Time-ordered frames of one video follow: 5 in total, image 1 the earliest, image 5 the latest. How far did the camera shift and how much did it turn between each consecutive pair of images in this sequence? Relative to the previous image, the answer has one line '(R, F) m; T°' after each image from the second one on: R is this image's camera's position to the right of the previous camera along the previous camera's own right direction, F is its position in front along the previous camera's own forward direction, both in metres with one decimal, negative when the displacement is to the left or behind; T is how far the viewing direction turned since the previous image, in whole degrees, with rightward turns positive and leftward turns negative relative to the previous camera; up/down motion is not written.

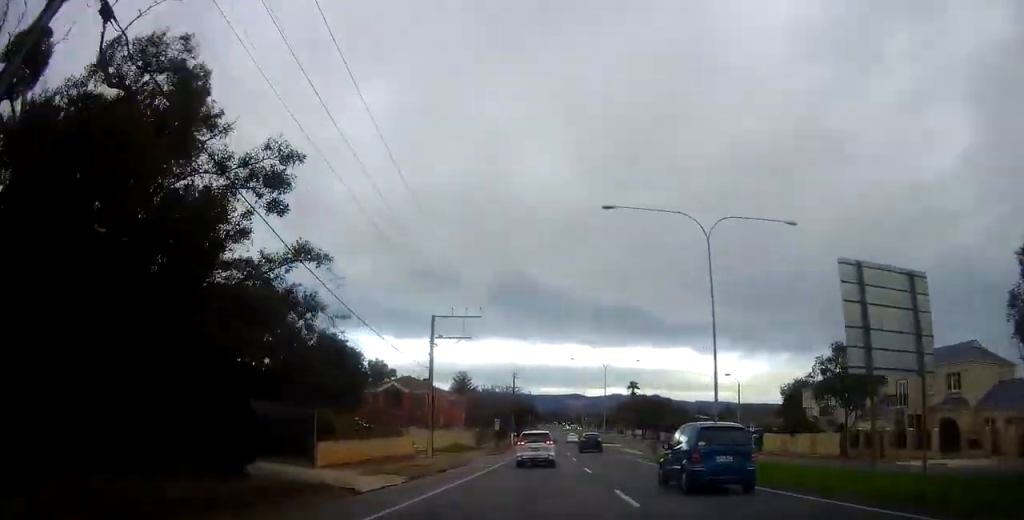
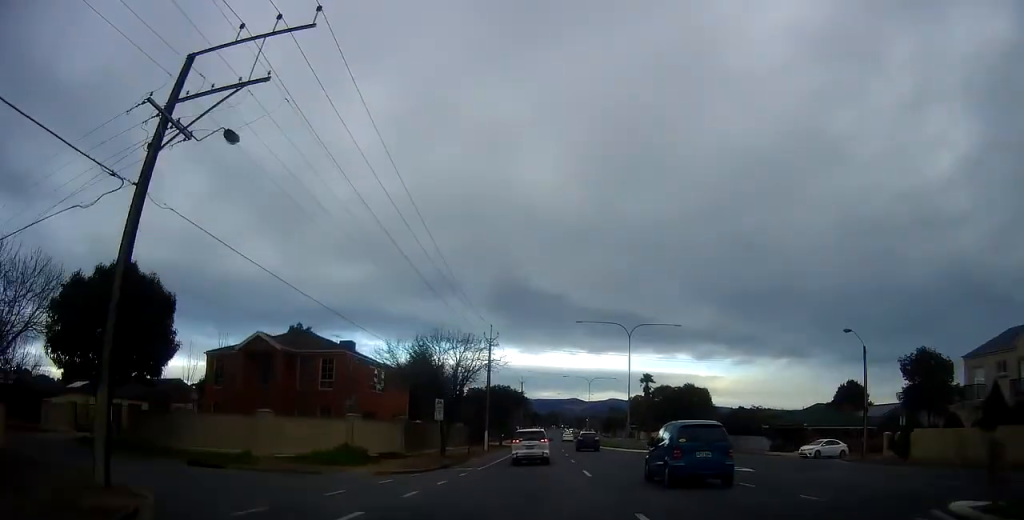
(+0.4, +28.9) m; +2°
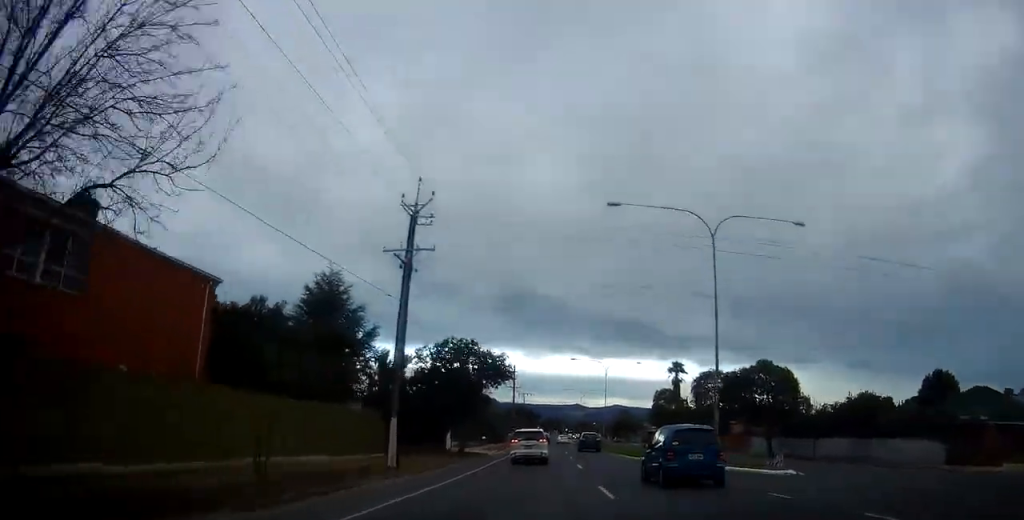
(-0.3, +30.5) m; -2°
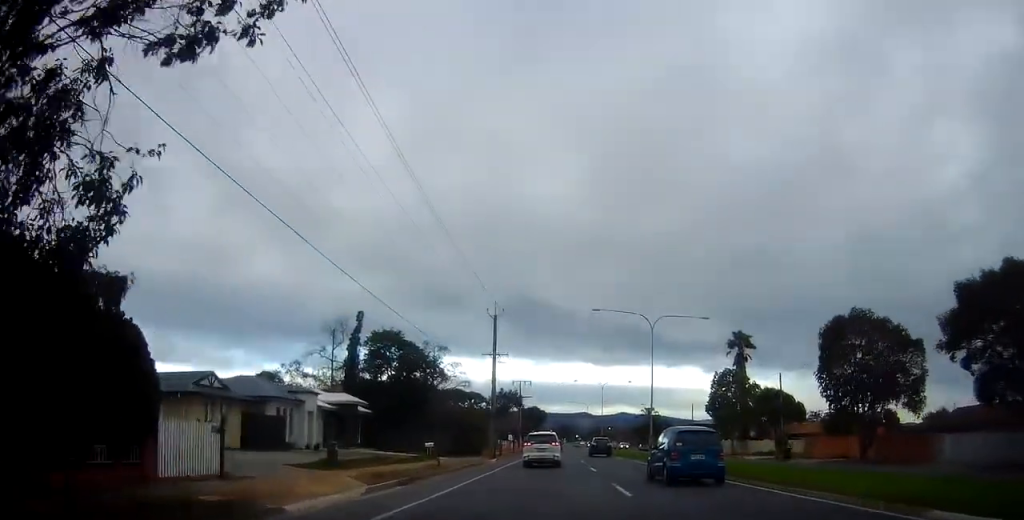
(+0.1, +35.3) m; +1°
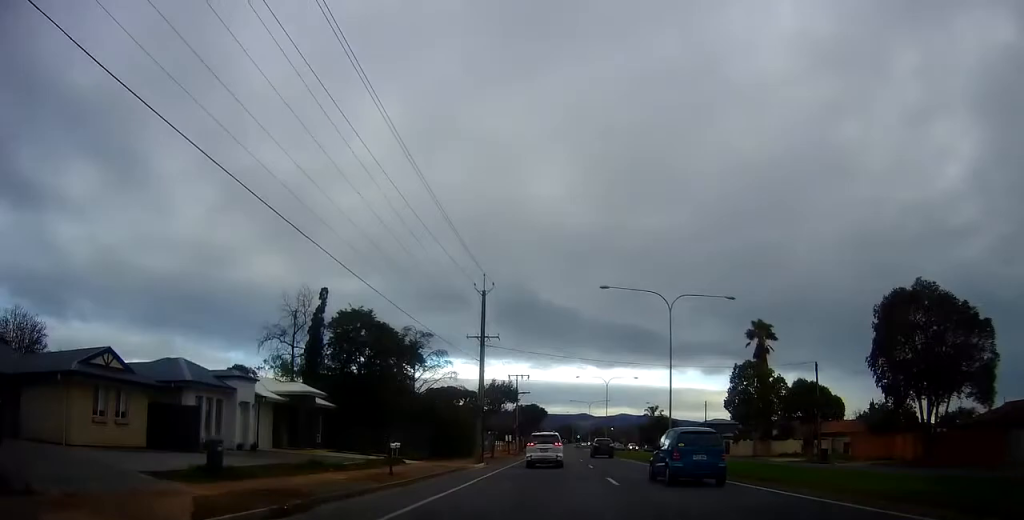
(0.0, +8.0) m; 0°
